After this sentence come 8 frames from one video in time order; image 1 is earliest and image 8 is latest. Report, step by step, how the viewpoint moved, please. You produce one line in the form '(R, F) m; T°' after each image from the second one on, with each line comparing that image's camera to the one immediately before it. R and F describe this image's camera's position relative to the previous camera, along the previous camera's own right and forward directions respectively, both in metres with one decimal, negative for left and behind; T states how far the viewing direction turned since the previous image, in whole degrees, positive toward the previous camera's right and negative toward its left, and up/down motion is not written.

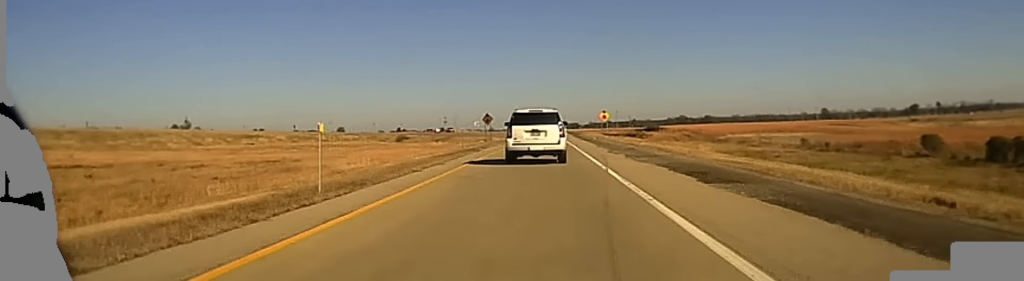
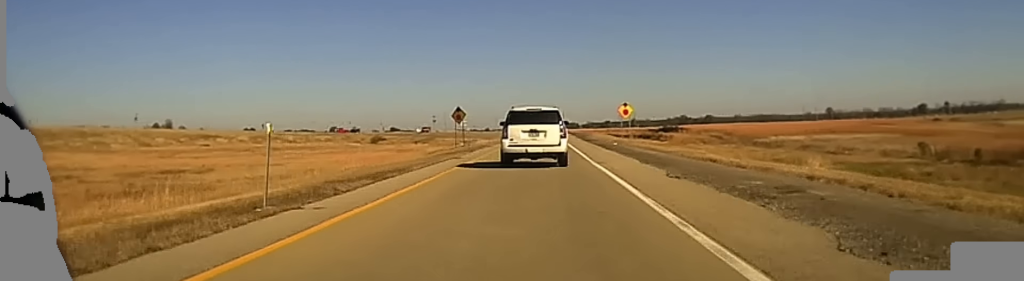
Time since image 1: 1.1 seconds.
(0.0, +35.1) m; 0°
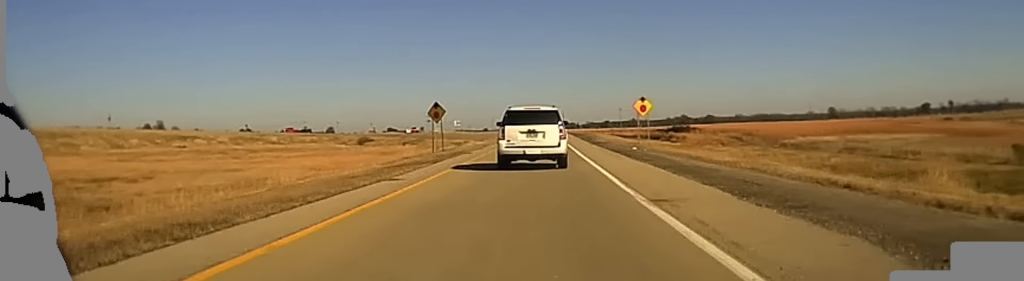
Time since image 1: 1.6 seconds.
(0.0, +14.4) m; 0°
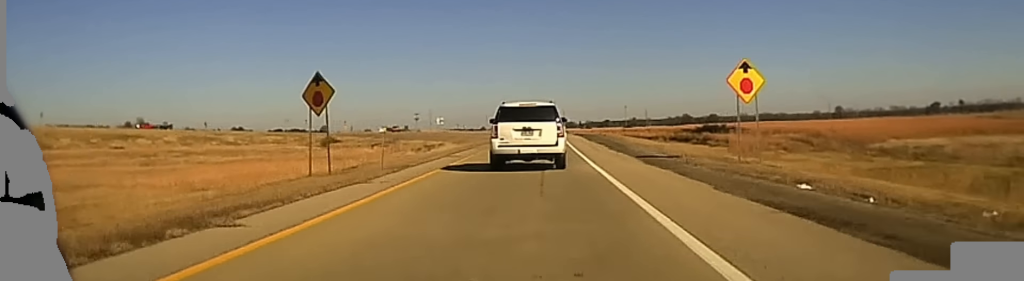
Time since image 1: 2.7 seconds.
(+0.1, +34.2) m; +1°
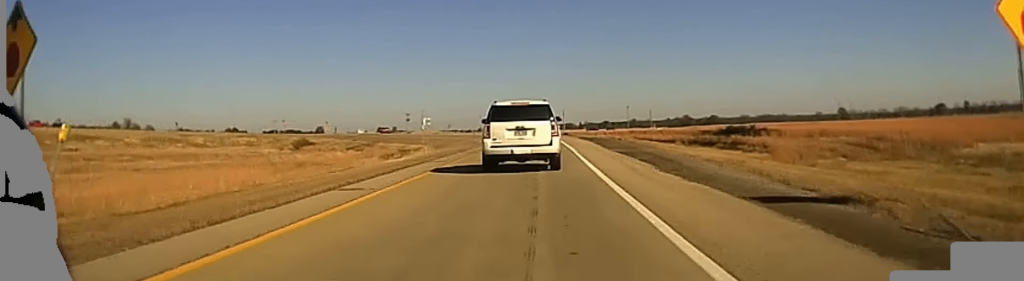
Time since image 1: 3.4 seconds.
(+0.3, +19.4) m; 0°
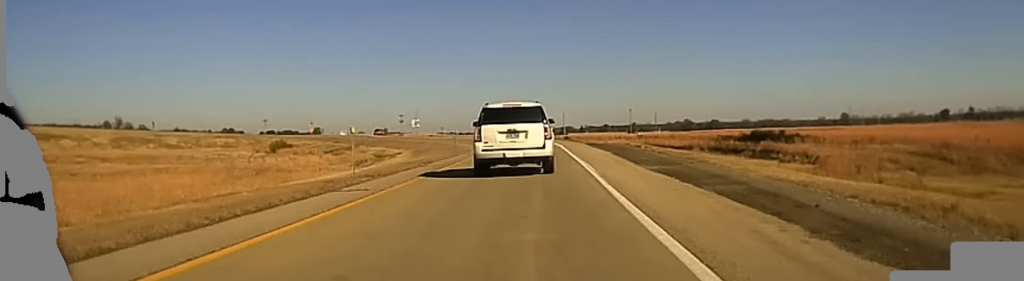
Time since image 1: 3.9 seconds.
(-0.2, +13.9) m; -1°
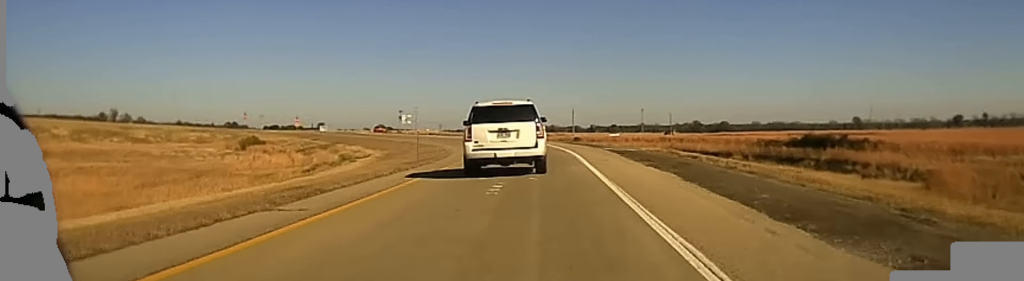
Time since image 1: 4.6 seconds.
(-0.2, +18.3) m; -1°
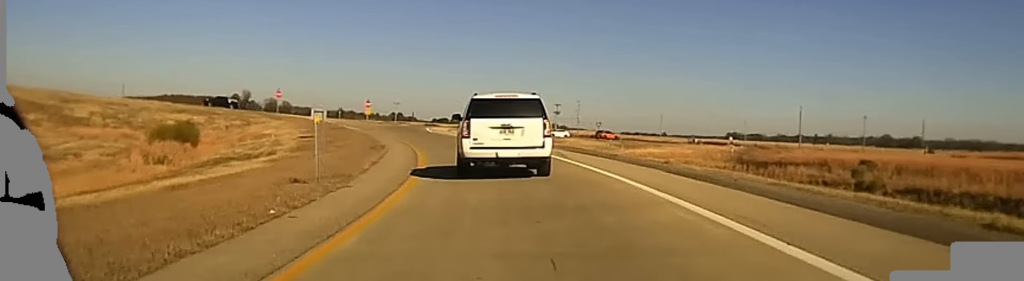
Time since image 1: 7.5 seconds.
(-2.5, +72.2) m; -8°
